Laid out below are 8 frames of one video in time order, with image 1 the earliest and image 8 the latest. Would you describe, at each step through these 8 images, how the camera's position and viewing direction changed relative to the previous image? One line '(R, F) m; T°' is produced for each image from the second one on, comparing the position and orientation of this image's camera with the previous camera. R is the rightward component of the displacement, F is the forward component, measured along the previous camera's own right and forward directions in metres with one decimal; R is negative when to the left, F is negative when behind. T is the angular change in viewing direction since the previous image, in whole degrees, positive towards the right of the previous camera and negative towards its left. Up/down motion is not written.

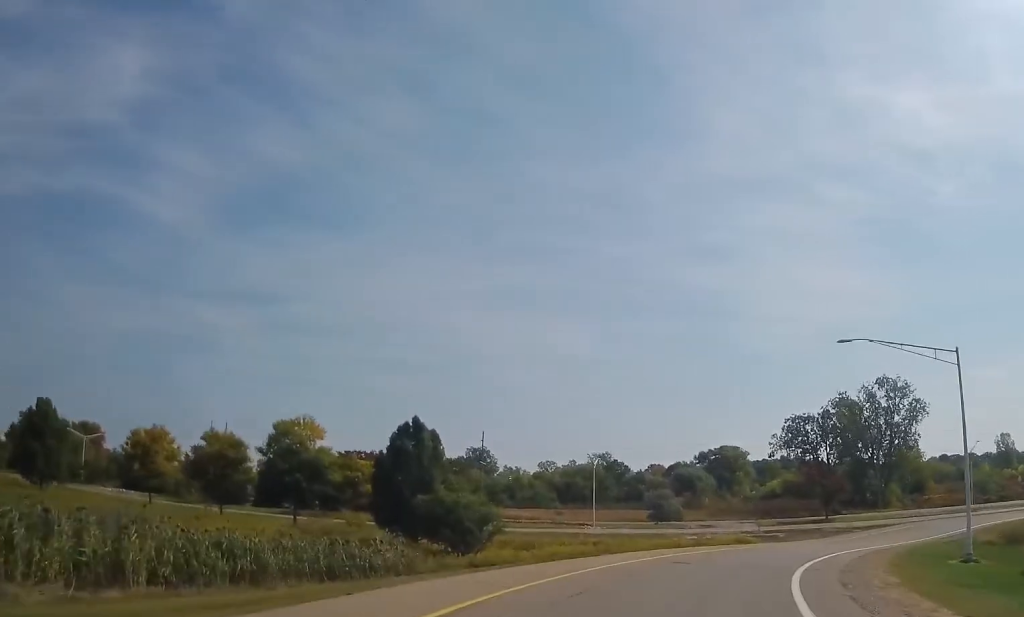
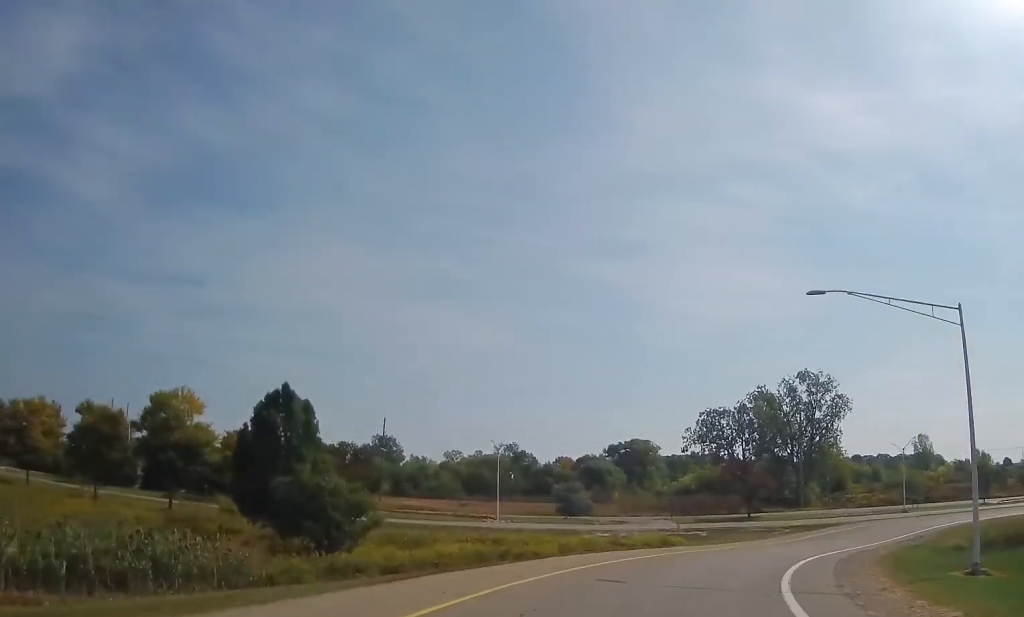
(+0.1, +7.6) m; +5°
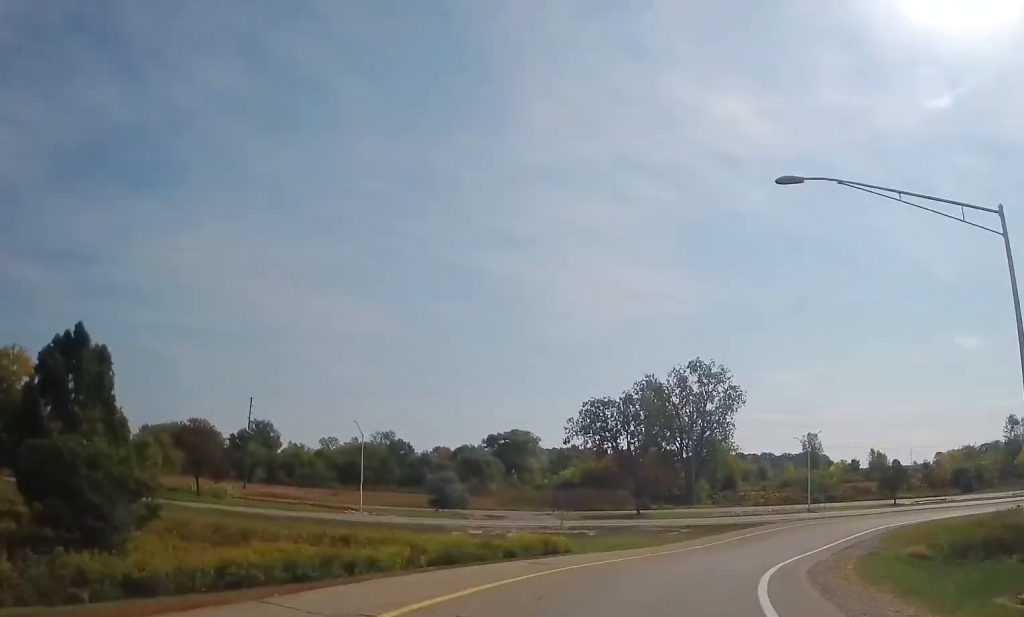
(+0.5, +9.5) m; +9°
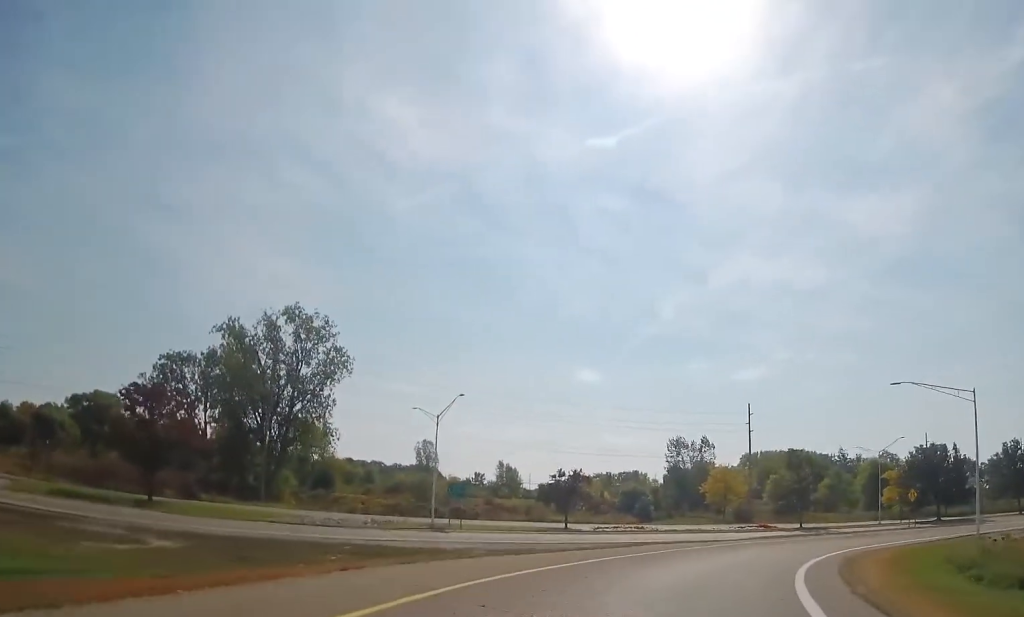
(+13.4, +35.3) m; +35°
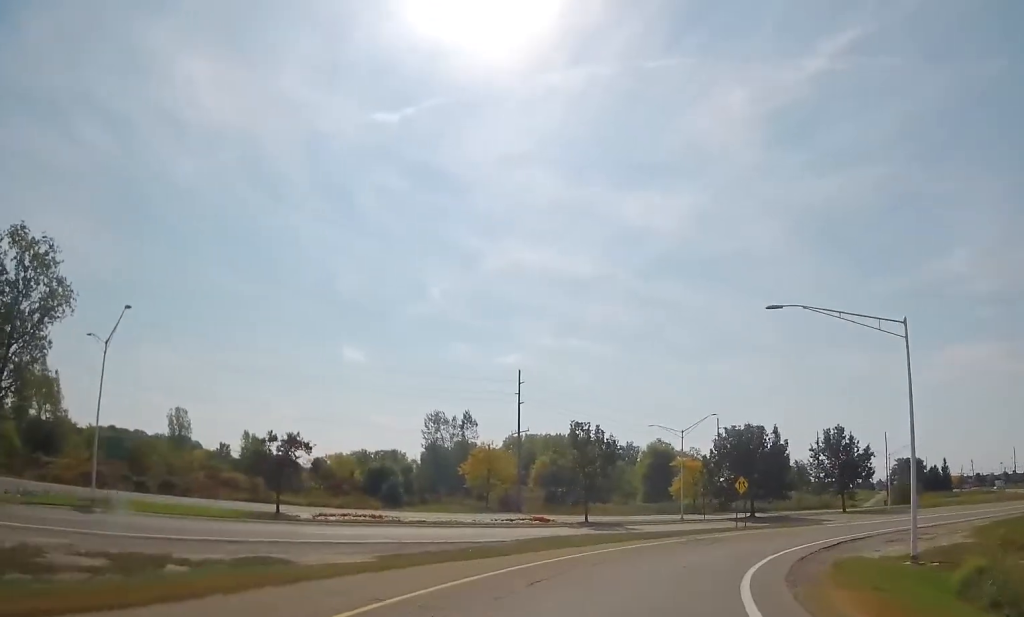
(+1.8, +17.4) m; +18°
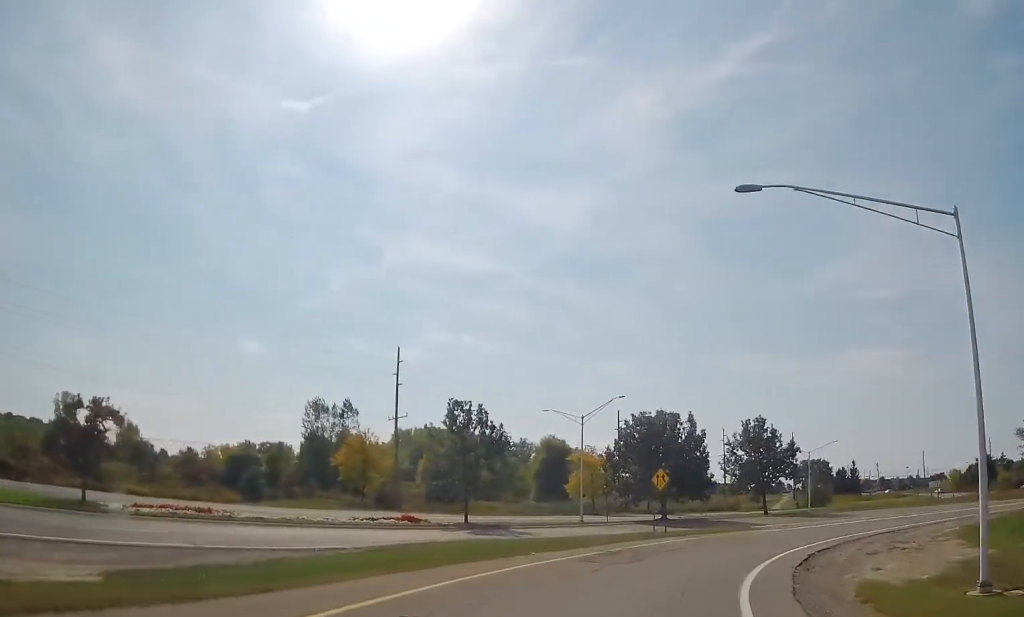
(+1.6, +10.9) m; +11°
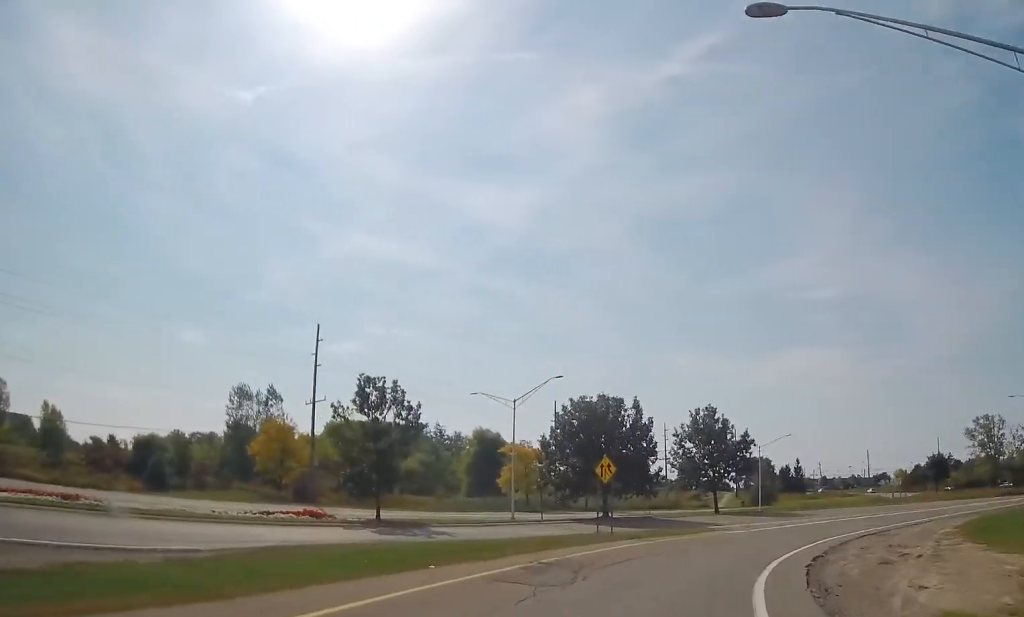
(+0.4, +7.0) m; +6°
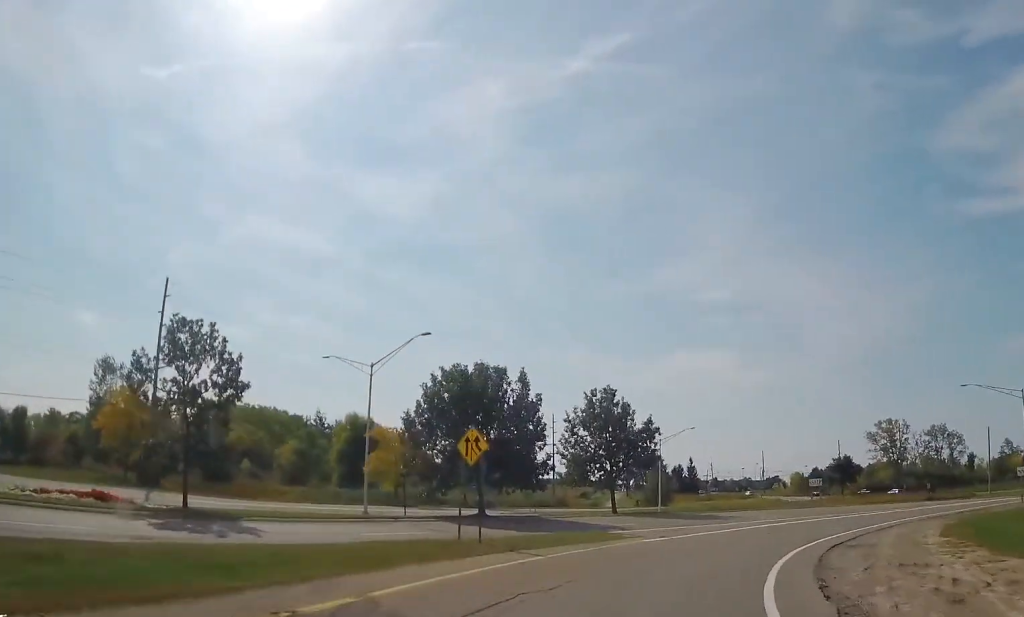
(+0.4, +10.5) m; +7°
